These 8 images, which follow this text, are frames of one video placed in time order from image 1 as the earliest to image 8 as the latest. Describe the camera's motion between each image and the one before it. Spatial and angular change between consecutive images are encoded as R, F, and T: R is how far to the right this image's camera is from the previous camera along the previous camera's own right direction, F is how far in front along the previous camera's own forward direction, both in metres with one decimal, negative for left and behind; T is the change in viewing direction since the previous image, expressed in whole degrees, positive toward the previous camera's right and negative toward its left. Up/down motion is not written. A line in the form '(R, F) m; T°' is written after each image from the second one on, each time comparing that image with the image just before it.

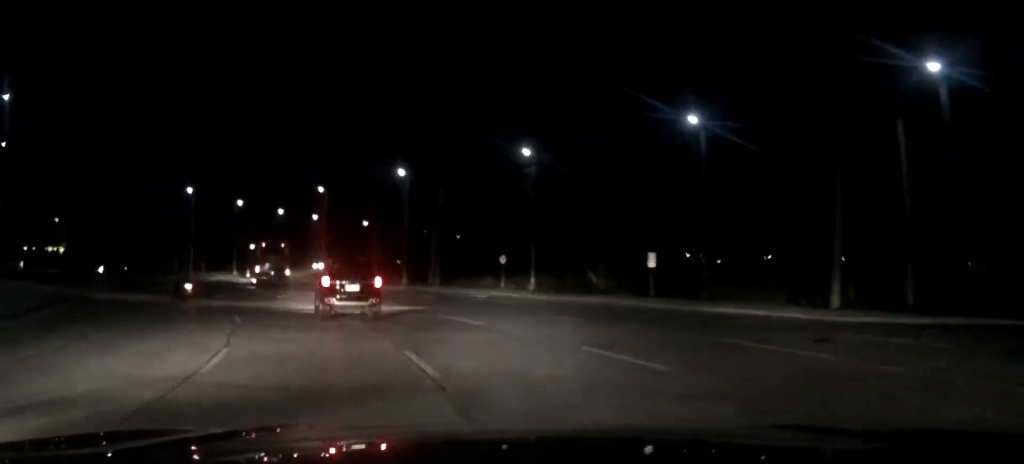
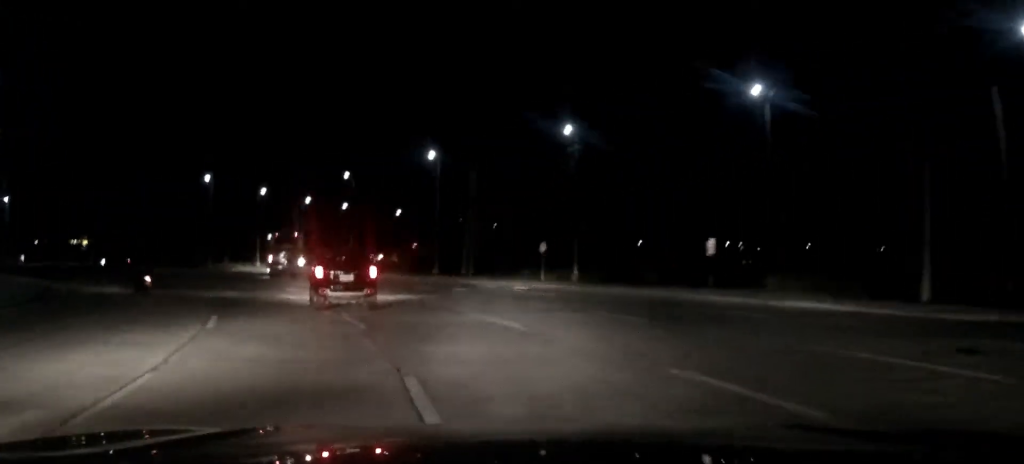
(0.0, +4.7) m; -3°
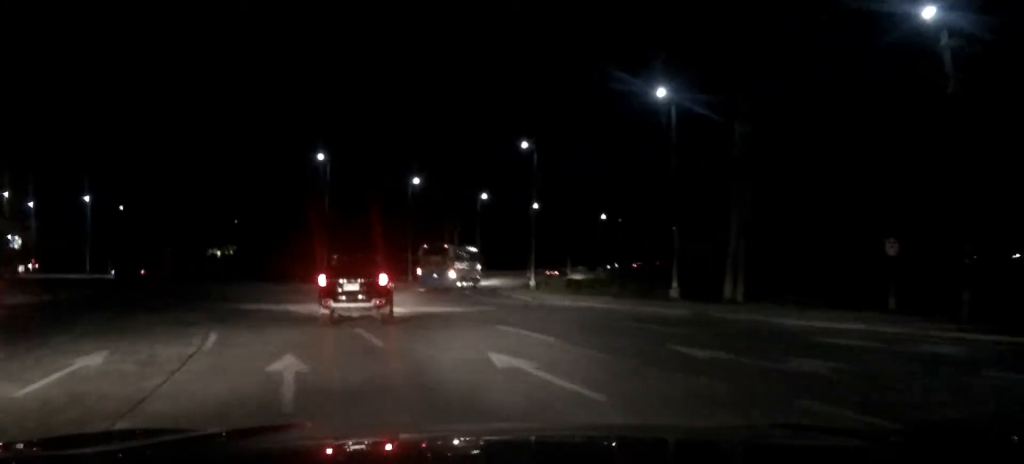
(-3.0, +23.8) m; -13°
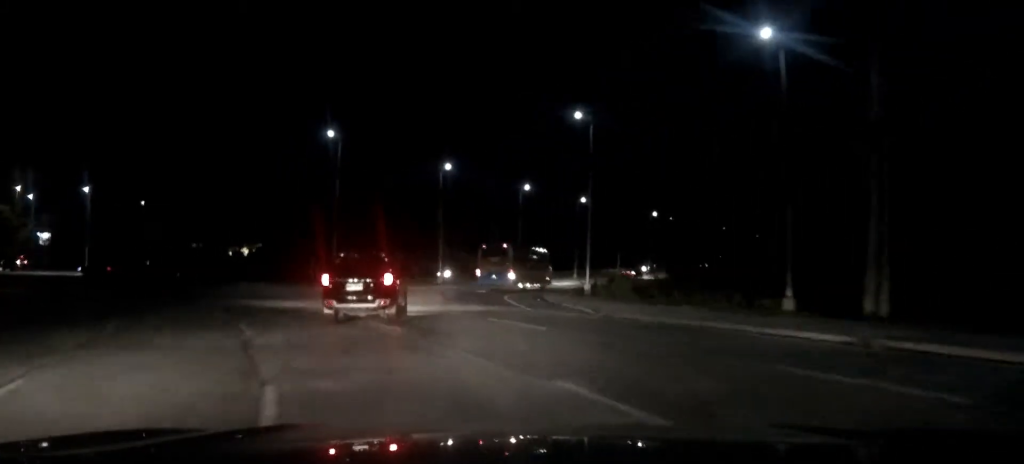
(-0.3, +9.0) m; -2°
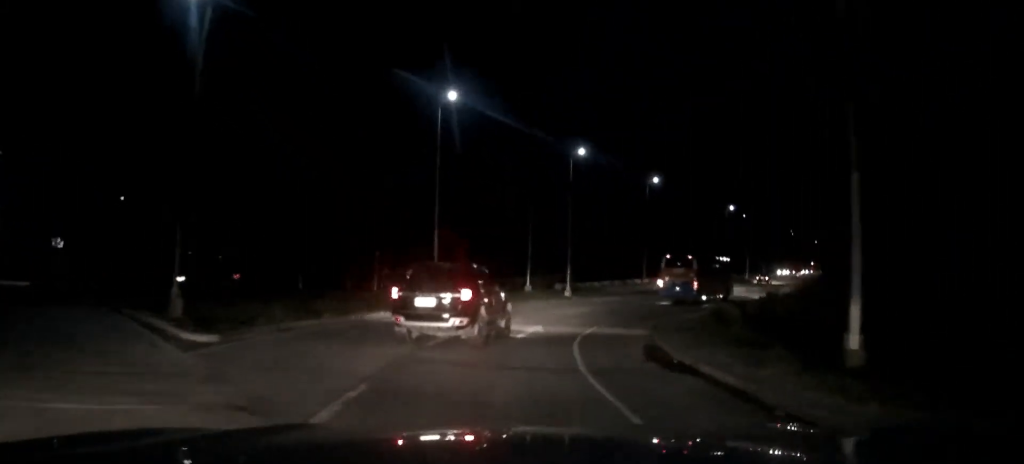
(-0.2, +25.3) m; +3°
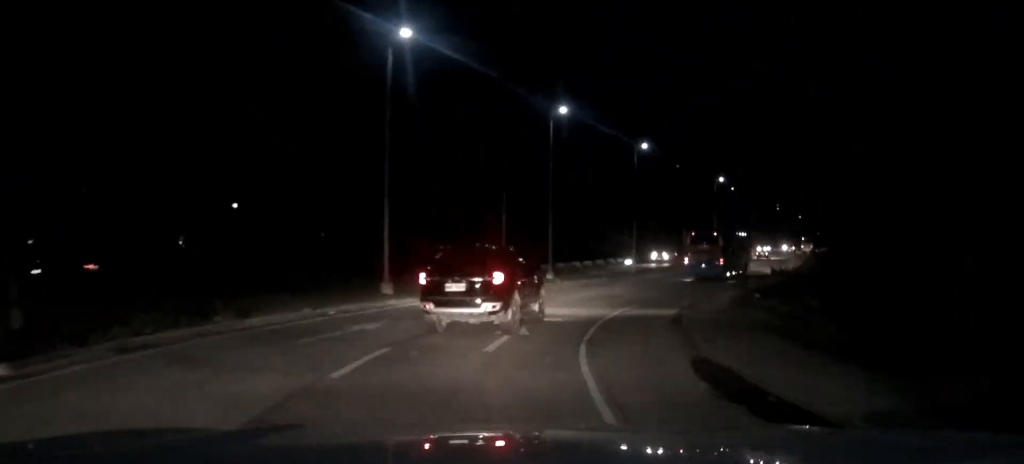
(+0.3, +6.6) m; +4°
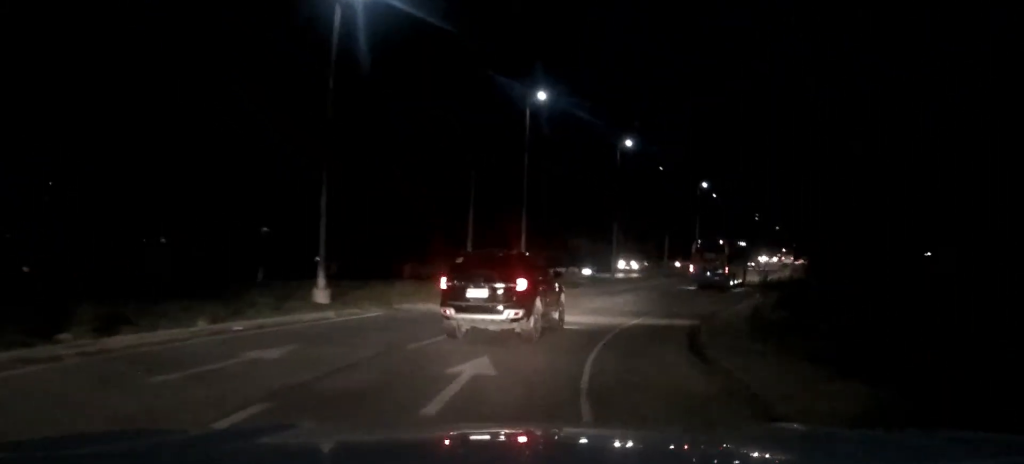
(0.0, +5.0) m; +3°
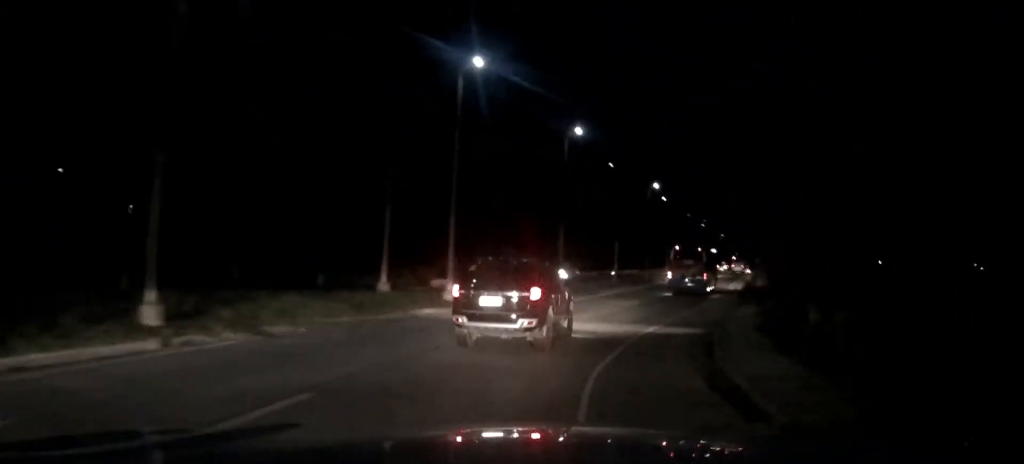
(+0.4, +7.0) m; +5°
